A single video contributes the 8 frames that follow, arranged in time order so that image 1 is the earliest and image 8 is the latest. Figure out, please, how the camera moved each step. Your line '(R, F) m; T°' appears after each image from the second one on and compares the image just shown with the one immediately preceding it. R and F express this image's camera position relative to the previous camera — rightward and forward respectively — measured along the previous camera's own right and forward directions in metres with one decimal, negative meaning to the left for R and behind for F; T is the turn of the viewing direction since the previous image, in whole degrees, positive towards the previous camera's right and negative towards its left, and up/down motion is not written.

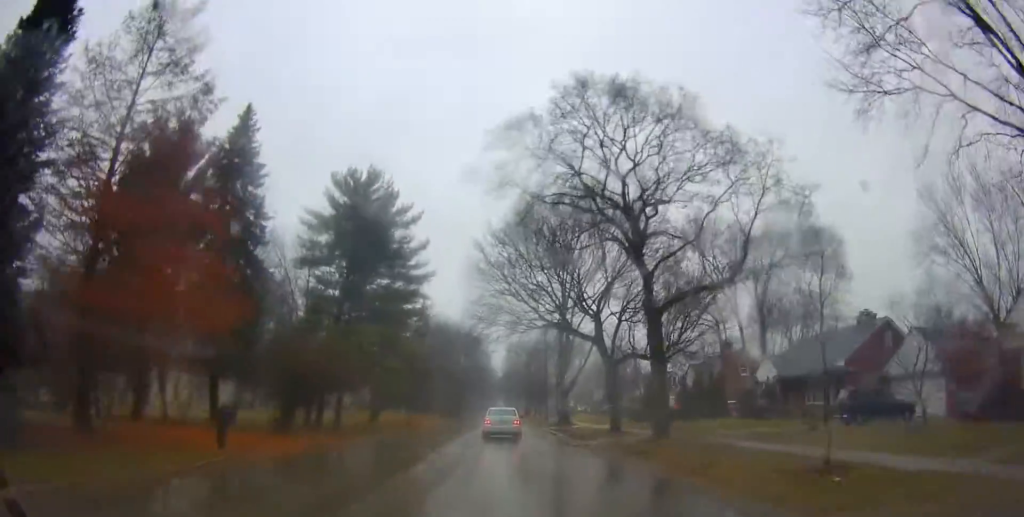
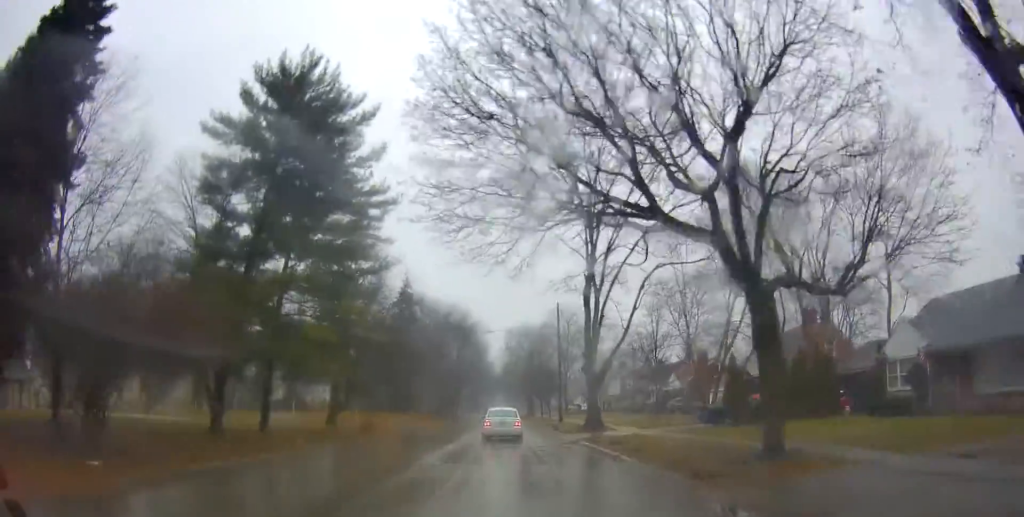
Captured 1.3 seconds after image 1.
(+0.6, +17.7) m; +3°
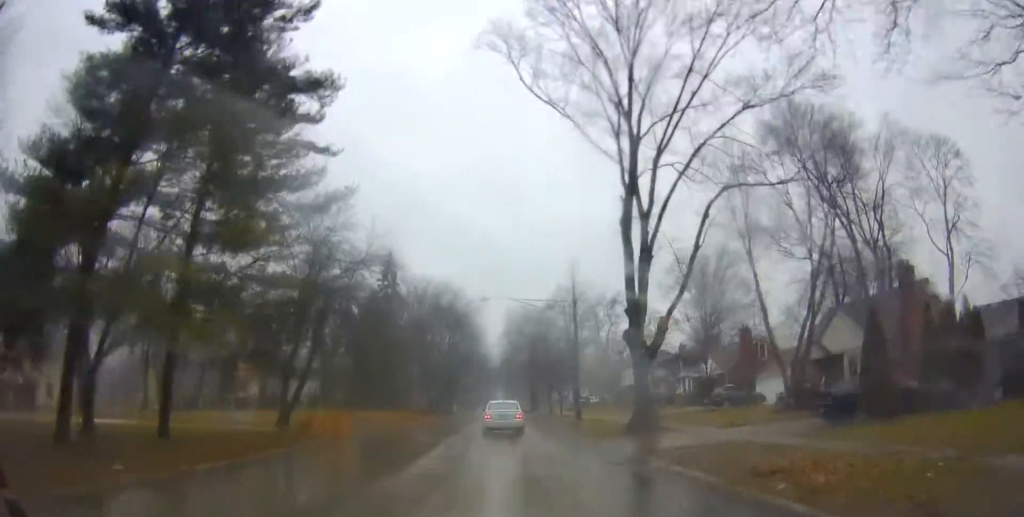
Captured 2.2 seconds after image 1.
(0.0, +12.5) m; -3°
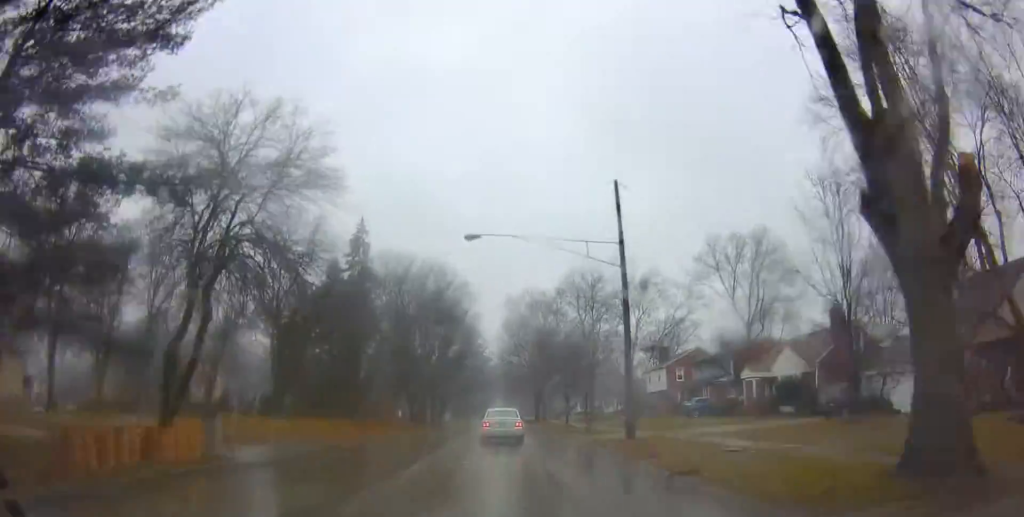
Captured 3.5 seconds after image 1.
(-0.7, +16.5) m; 0°
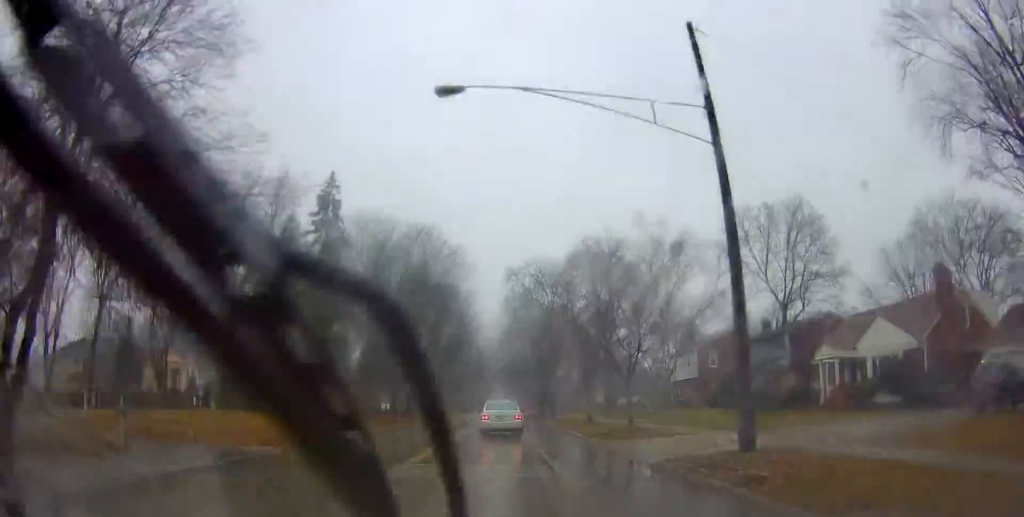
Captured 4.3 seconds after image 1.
(+0.6, +11.5) m; +1°
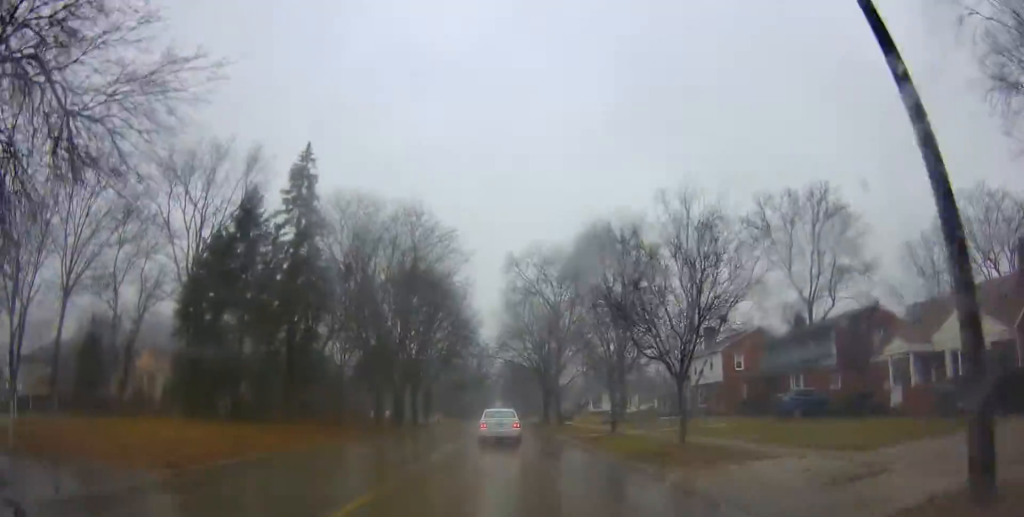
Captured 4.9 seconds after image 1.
(-0.2, +6.8) m; 0°
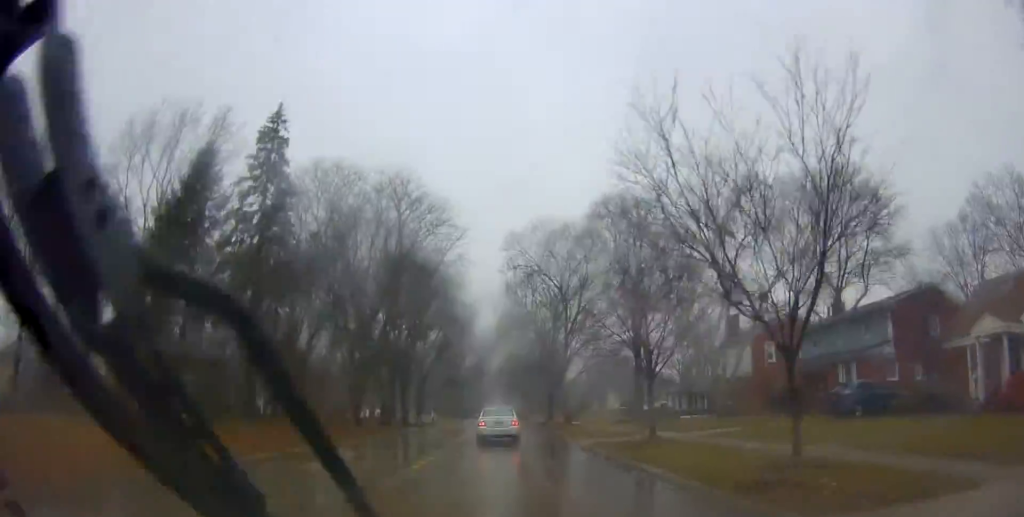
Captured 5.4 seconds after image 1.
(-0.1, +6.4) m; 0°
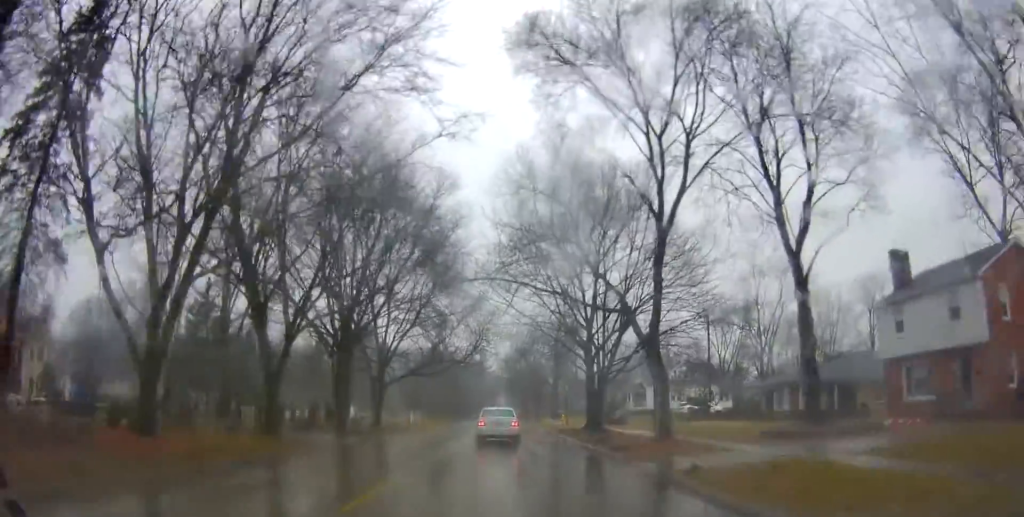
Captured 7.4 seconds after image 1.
(+0.5, +25.2) m; -2°
